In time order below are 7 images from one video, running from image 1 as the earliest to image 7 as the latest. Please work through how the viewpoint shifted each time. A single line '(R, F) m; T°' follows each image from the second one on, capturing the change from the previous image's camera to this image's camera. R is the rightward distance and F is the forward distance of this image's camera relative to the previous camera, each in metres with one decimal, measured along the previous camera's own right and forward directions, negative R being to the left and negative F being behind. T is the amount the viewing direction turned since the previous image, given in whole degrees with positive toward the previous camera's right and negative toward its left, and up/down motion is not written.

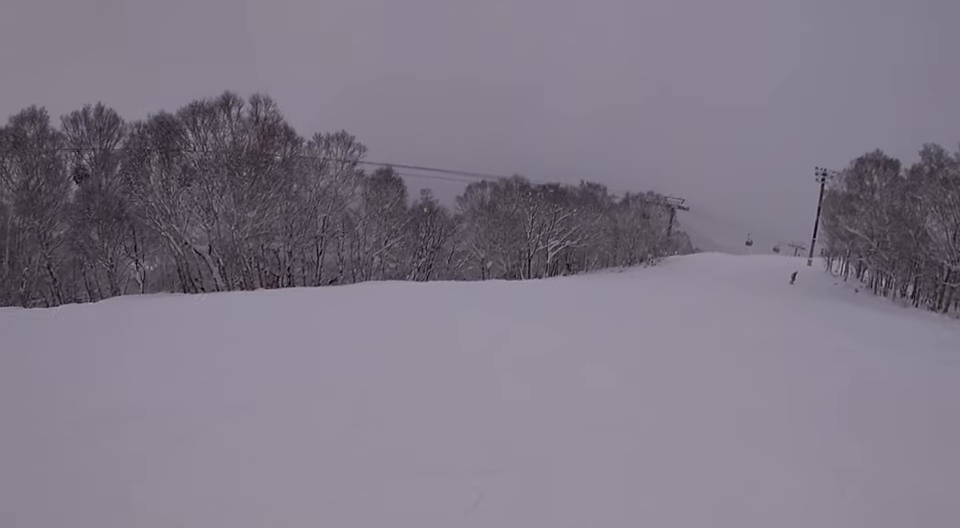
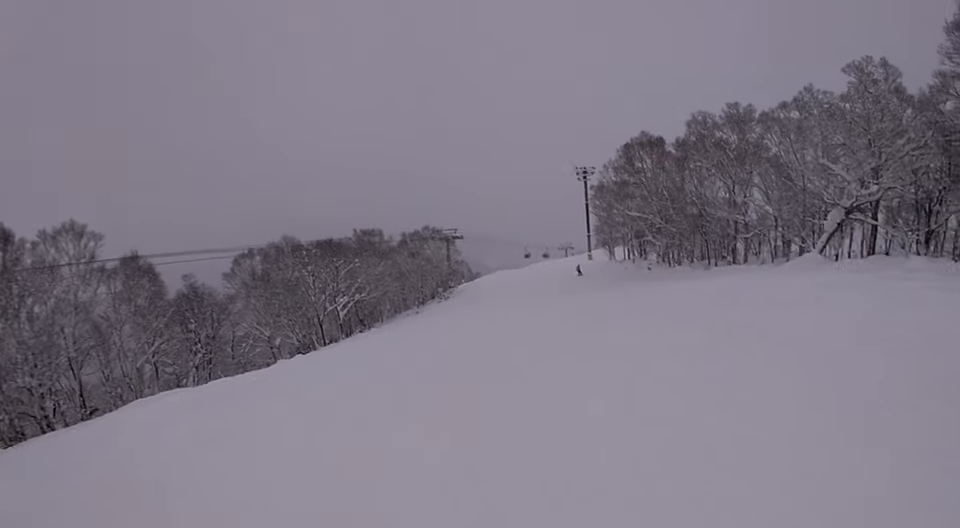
(+0.4, +4.7) m; +18°
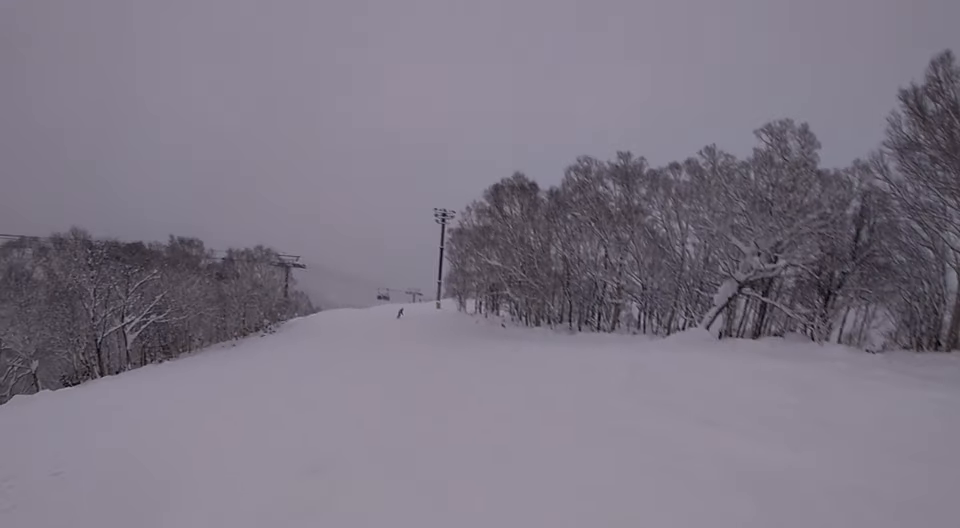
(+2.6, +7.3) m; +14°
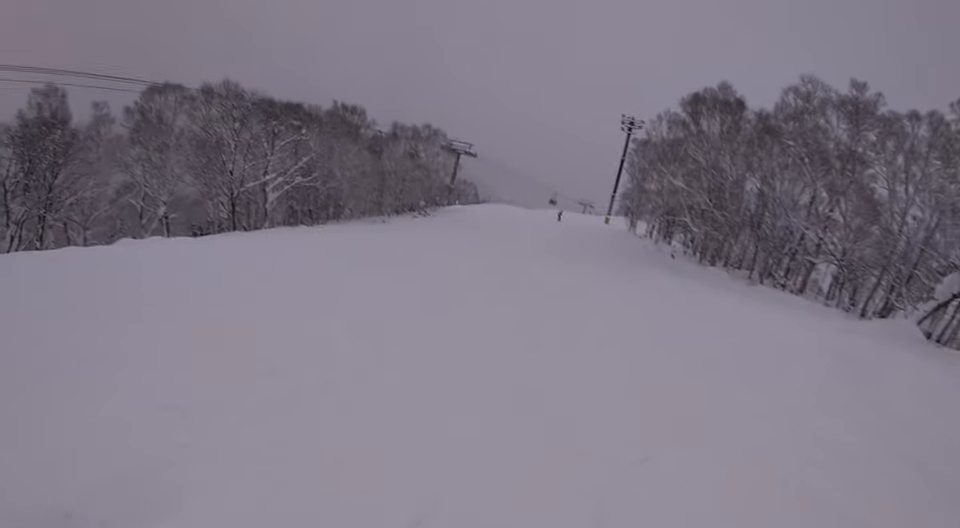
(-0.9, +4.0) m; -10°
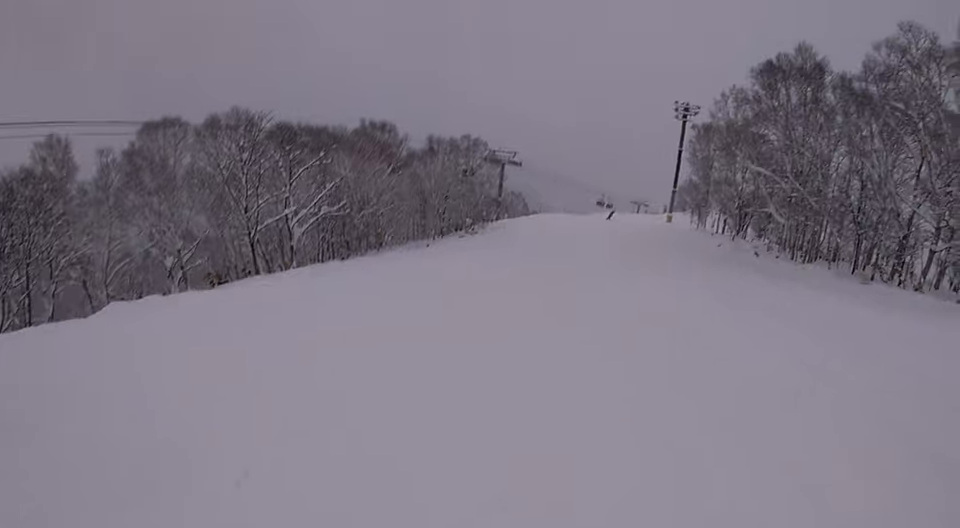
(-0.5, +5.5) m; -4°
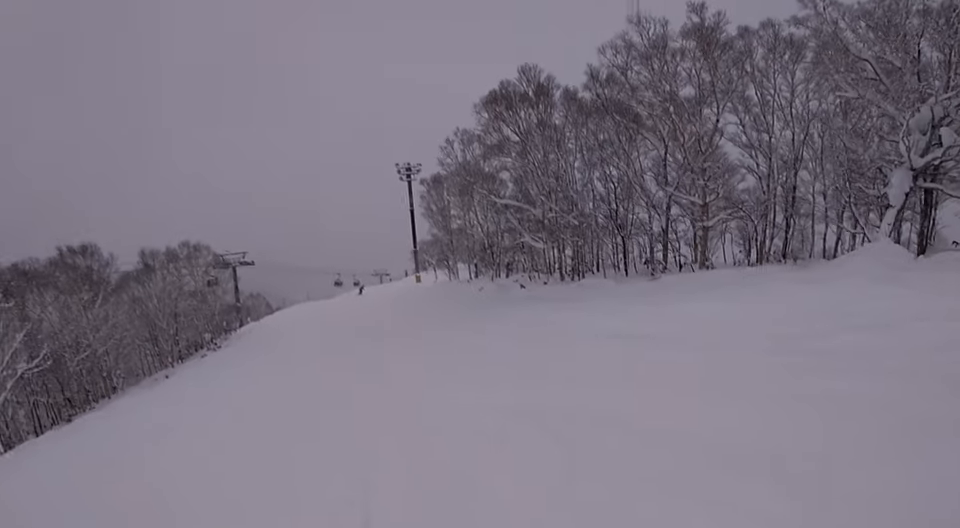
(+0.1, +4.9) m; +6°
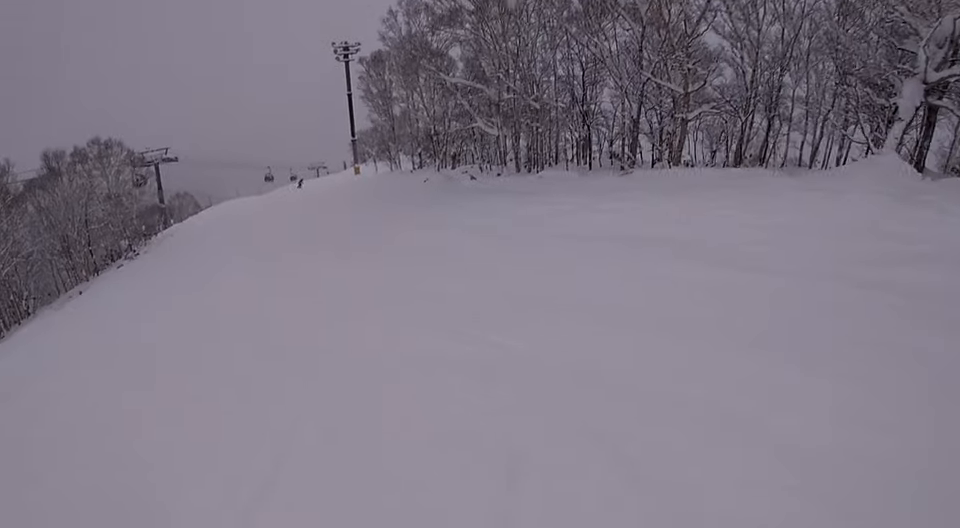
(0.0, +2.6) m; +5°
